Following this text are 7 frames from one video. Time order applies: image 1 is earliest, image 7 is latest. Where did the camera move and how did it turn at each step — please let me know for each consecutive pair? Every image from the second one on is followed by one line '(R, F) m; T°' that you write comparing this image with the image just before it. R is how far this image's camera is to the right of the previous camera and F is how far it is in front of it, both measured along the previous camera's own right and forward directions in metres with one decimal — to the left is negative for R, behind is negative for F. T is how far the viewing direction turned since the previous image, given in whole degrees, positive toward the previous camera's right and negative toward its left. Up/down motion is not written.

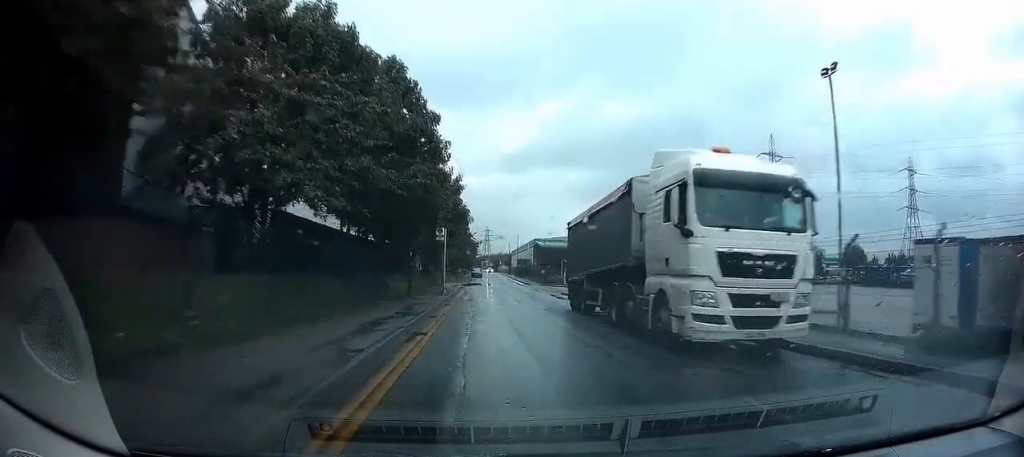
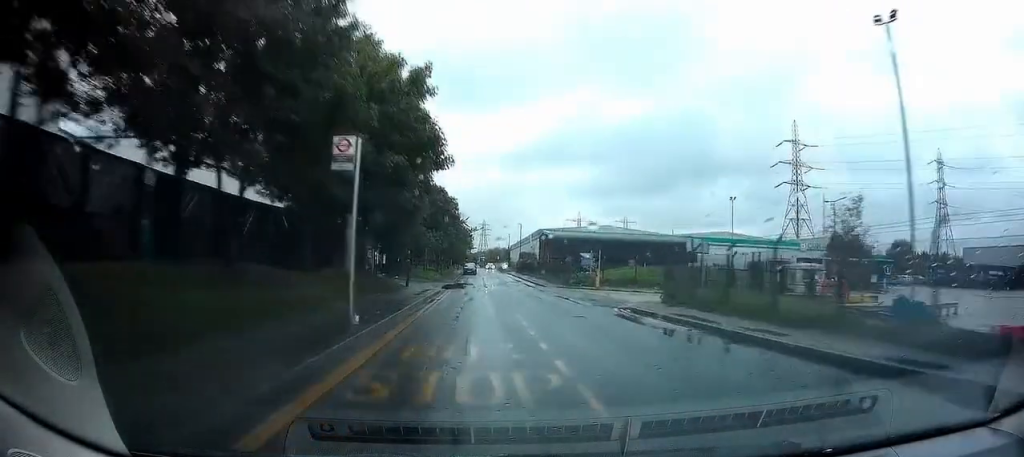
(+0.1, +18.1) m; +1°
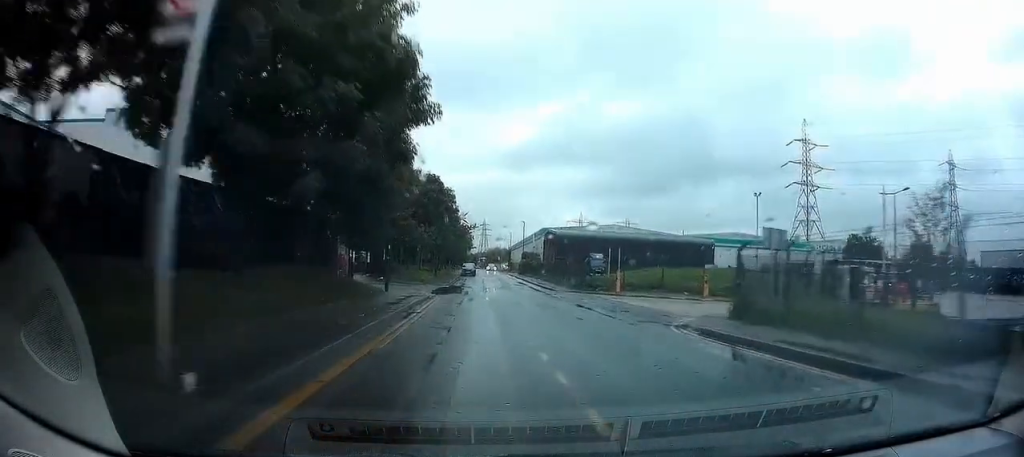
(+0.2, +6.7) m; +1°
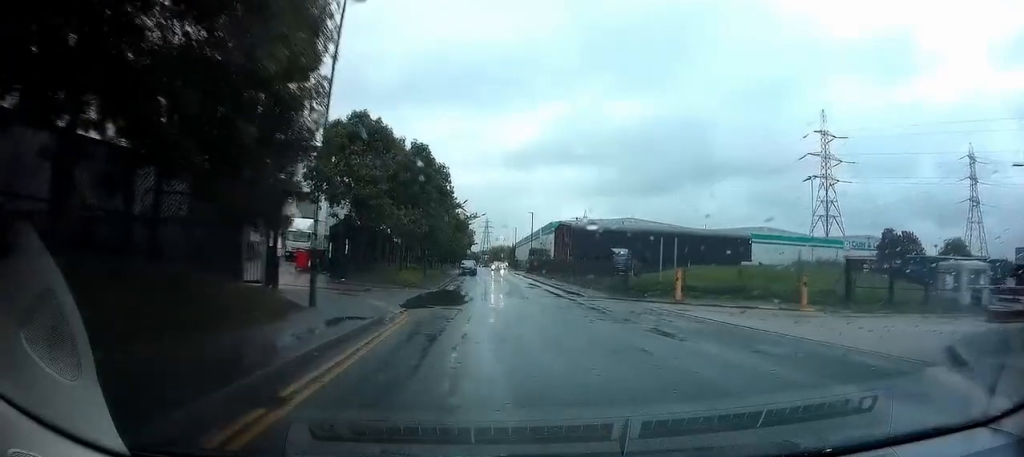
(0.0, +11.9) m; 0°
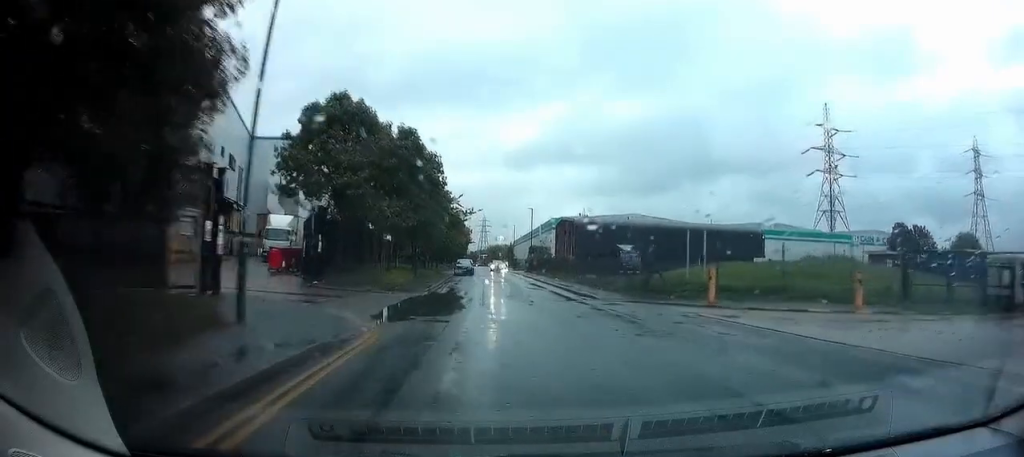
(0.0, +4.5) m; 0°
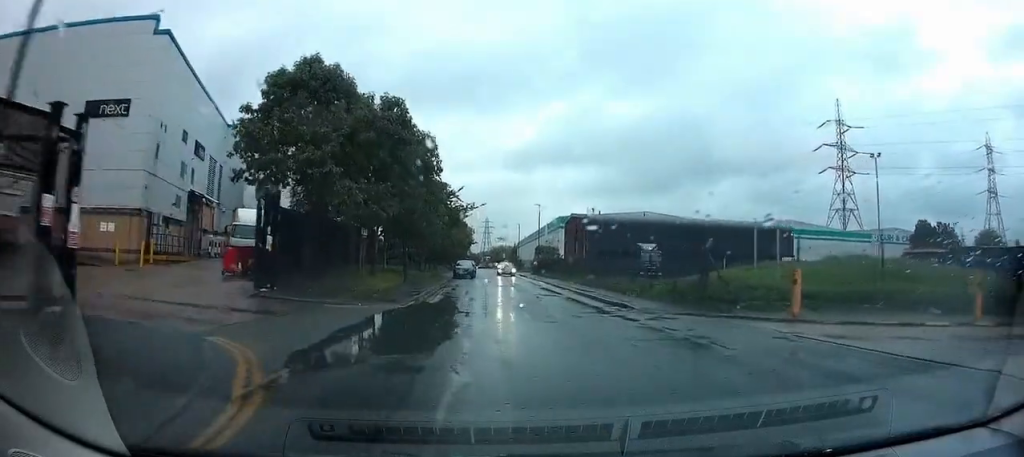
(-0.1, +6.7) m; -1°
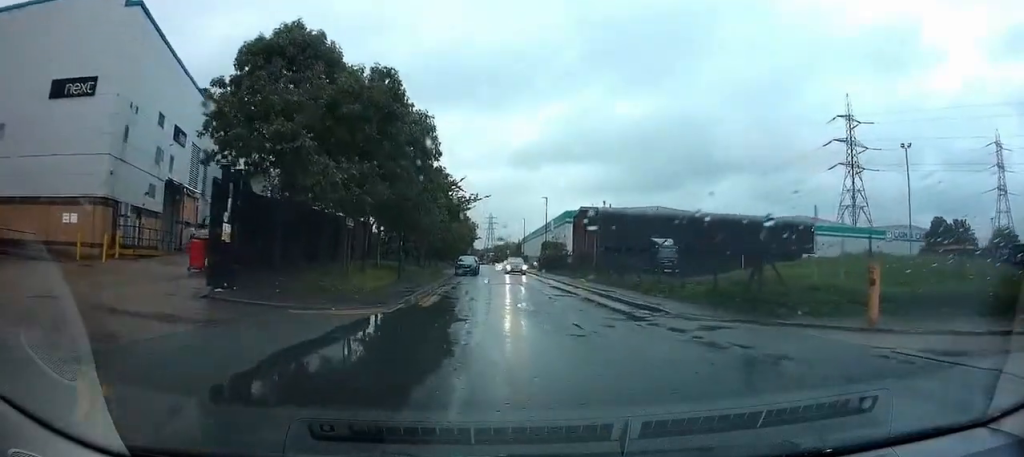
(0.0, +3.7) m; 0°
